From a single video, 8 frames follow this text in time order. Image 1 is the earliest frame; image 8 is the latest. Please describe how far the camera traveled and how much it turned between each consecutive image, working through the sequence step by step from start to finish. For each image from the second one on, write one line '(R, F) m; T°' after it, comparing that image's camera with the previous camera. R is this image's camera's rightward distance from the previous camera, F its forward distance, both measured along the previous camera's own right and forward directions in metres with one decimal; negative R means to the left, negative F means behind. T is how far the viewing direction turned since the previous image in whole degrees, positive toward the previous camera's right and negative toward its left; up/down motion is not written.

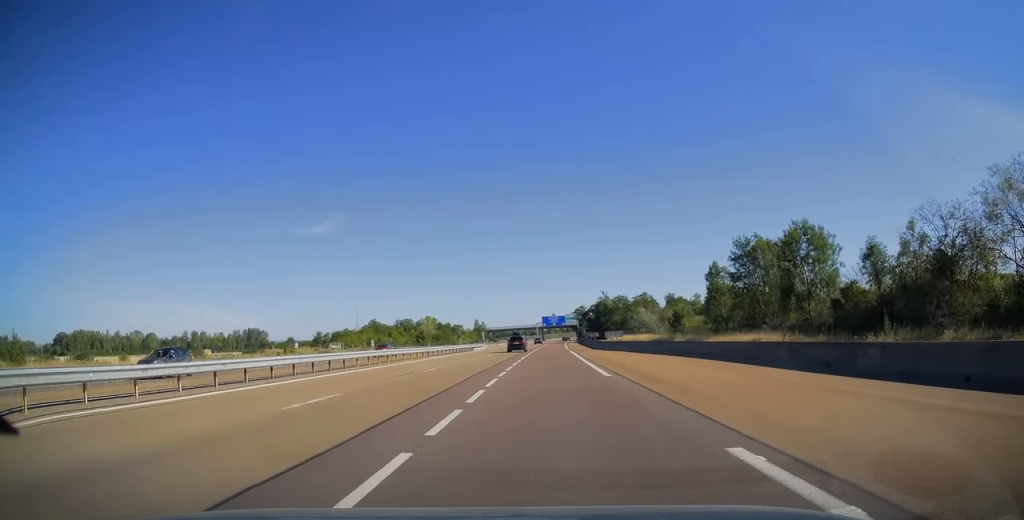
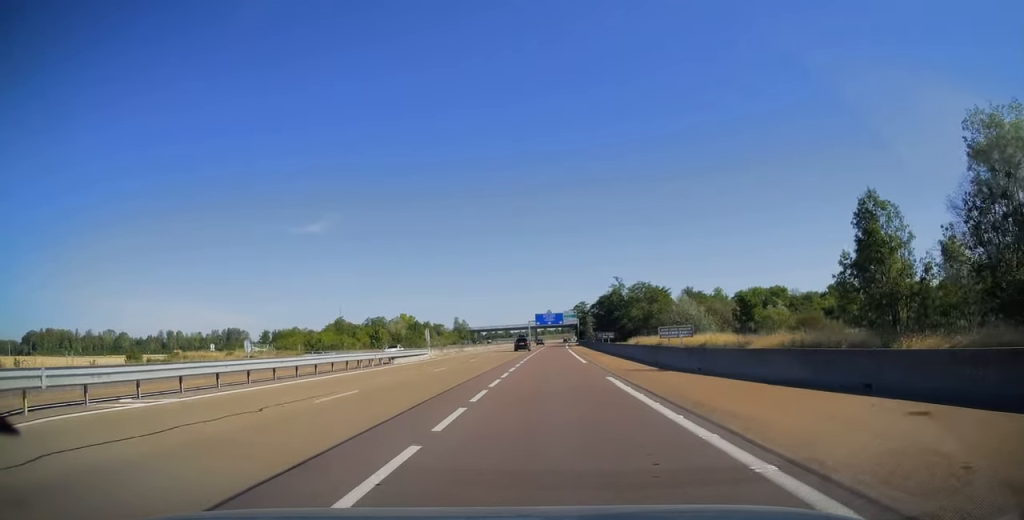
(+0.5, +38.2) m; +1°
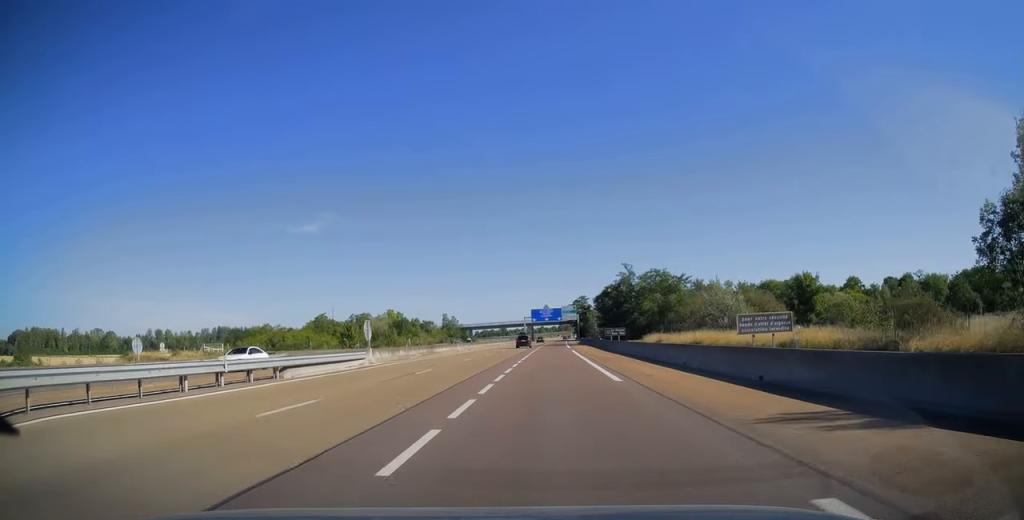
(+0.1, +16.0) m; 0°
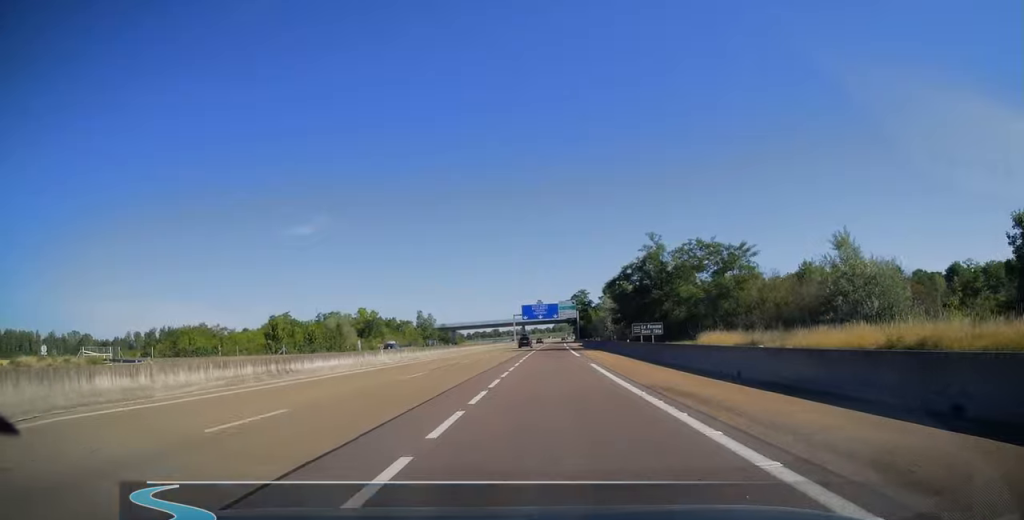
(0.0, +27.9) m; 0°
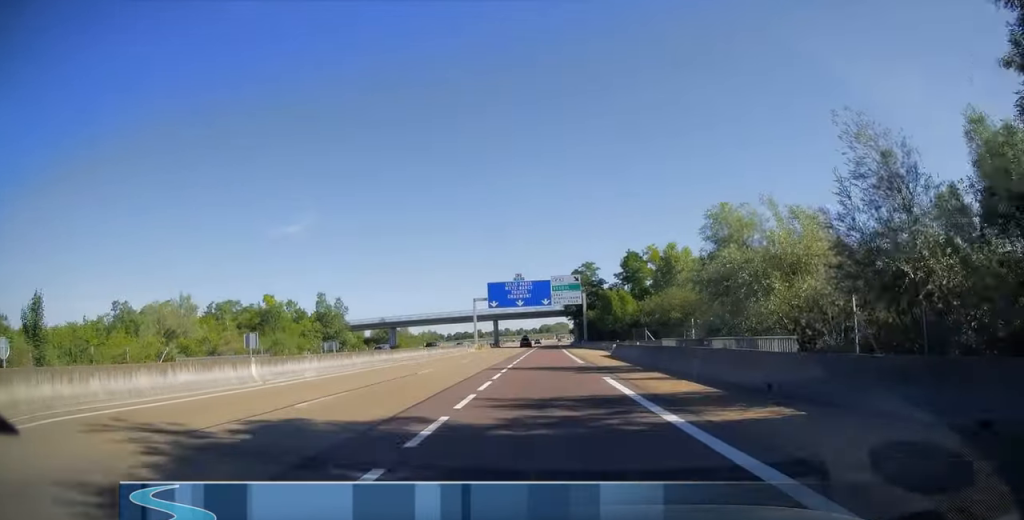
(0.0, +60.9) m; 0°
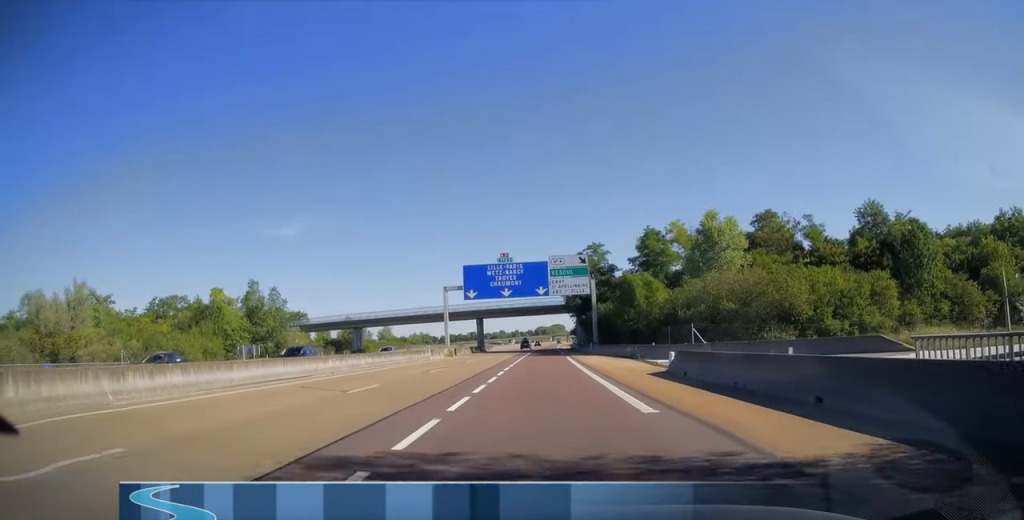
(0.0, +21.6) m; 0°
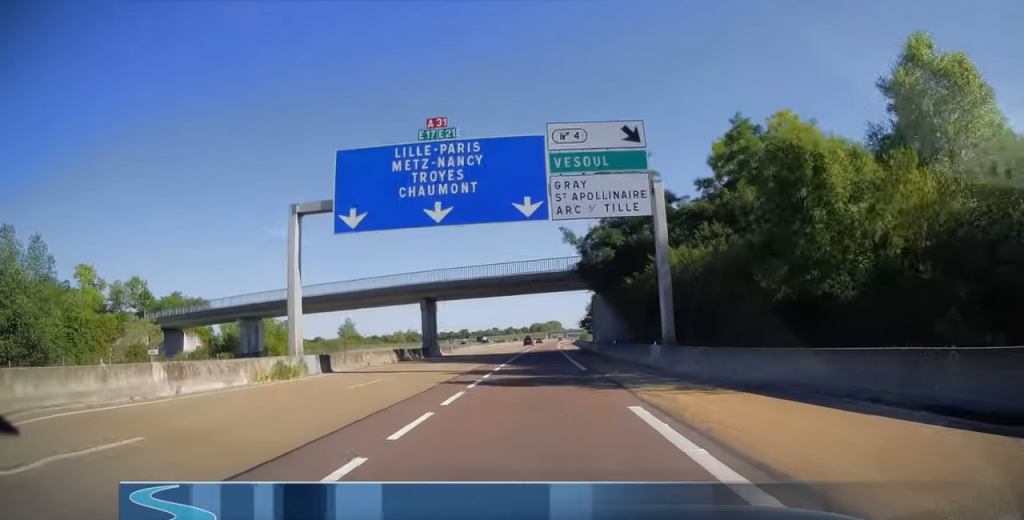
(0.0, +37.9) m; +1°
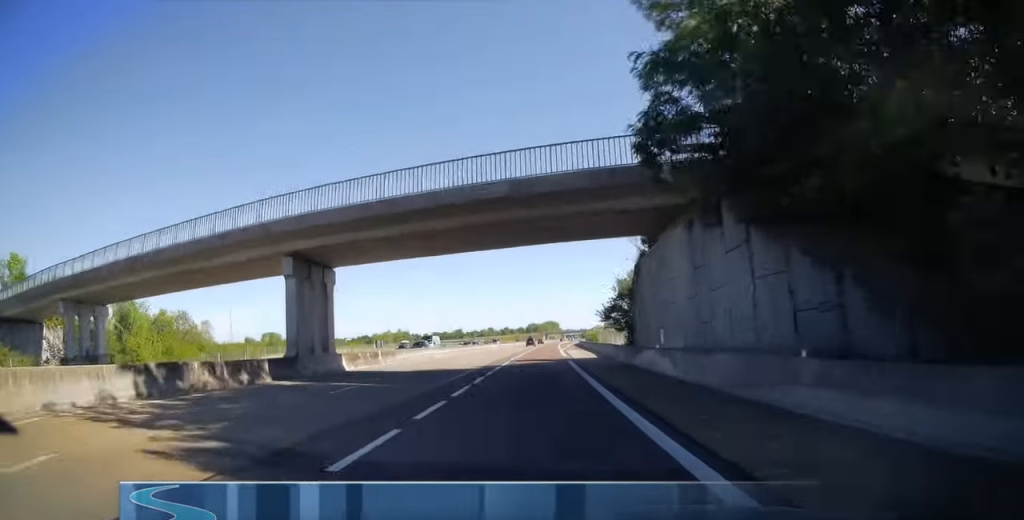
(+0.3, +27.7) m; +1°
